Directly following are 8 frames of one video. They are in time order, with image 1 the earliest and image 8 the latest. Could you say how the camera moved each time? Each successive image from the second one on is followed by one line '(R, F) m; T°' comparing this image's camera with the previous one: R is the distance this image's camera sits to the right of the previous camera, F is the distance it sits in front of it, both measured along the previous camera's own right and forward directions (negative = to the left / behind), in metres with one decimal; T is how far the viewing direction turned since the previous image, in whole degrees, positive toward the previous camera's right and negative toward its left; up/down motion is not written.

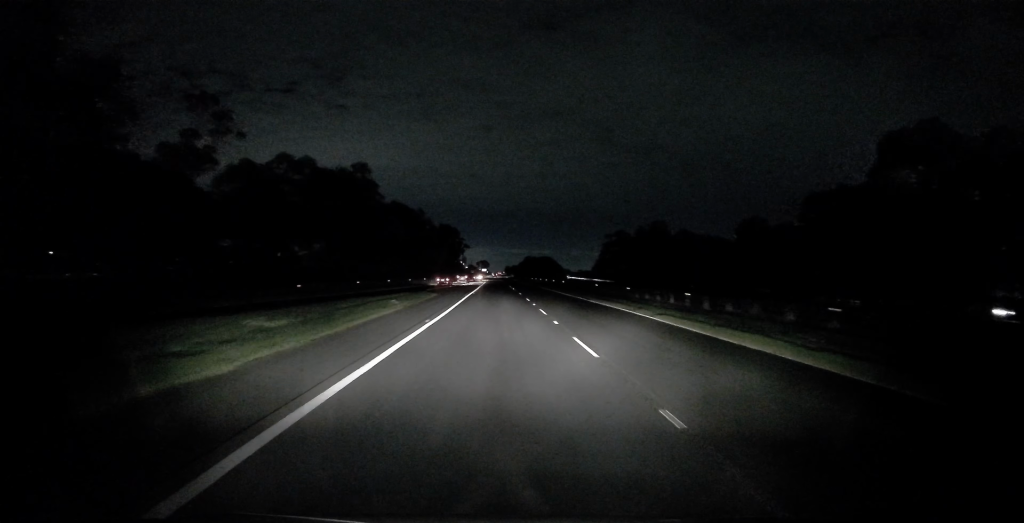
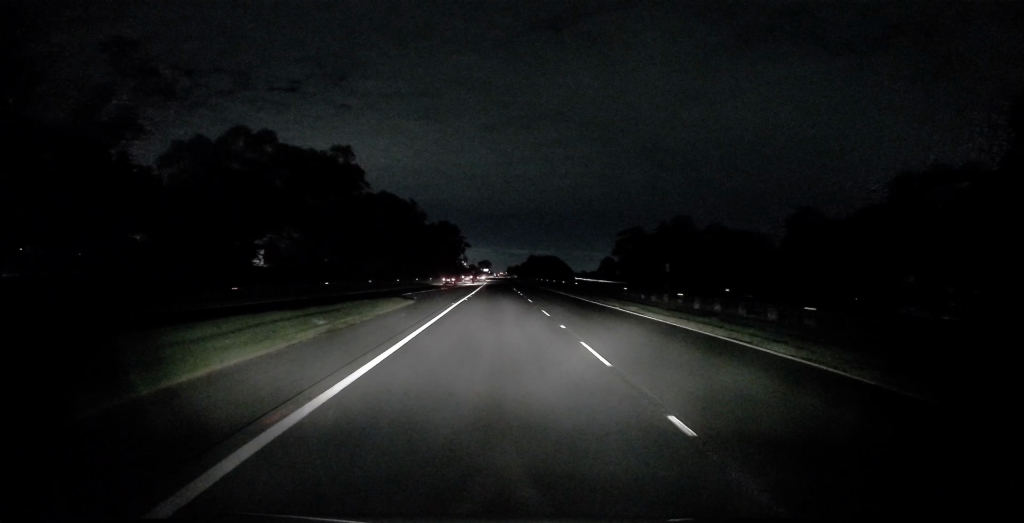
(+0.1, +13.3) m; 0°
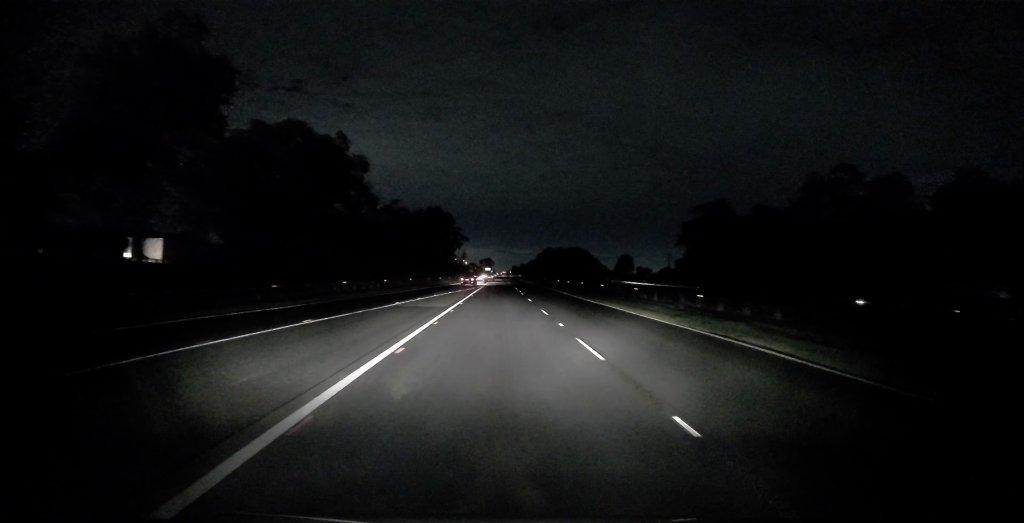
(+0.4, +48.0) m; +1°
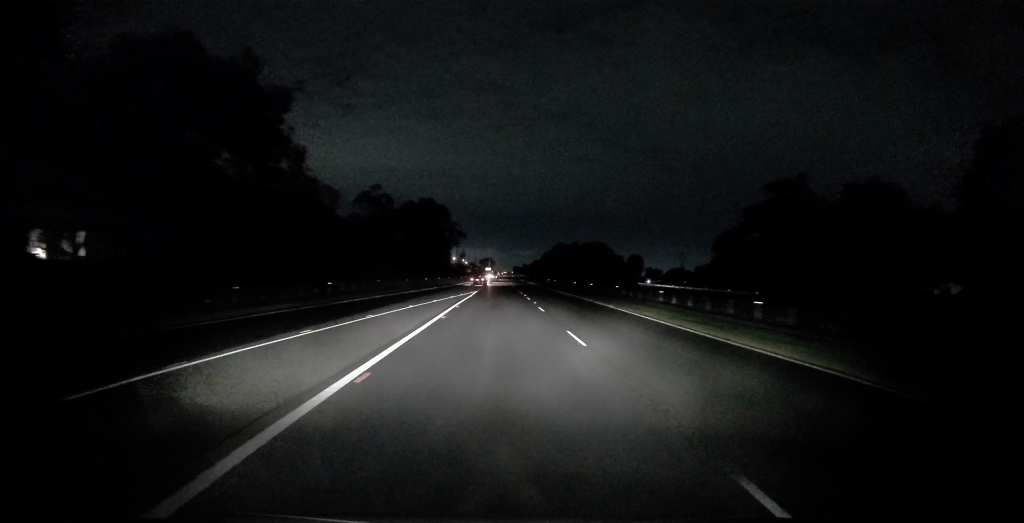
(+0.1, +22.4) m; 0°
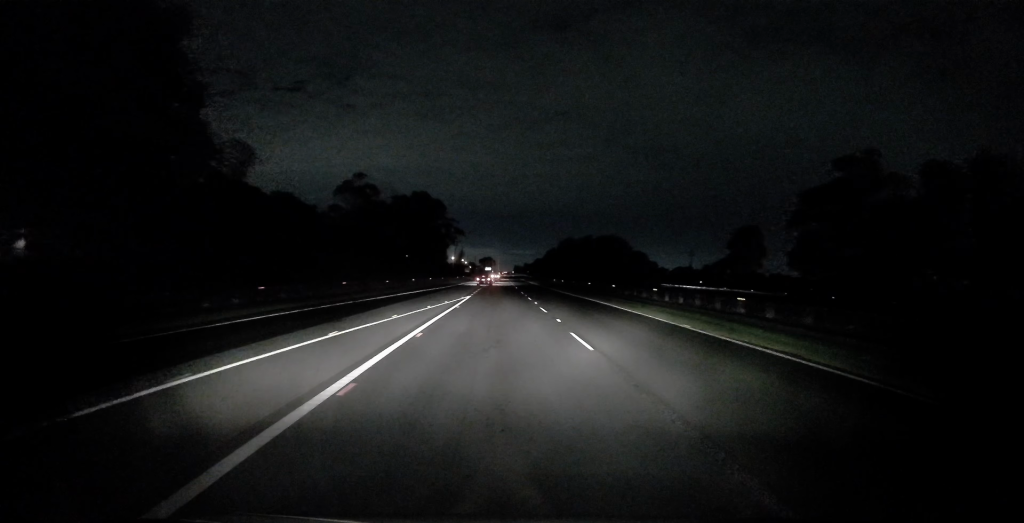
(0.0, +13.9) m; 0°
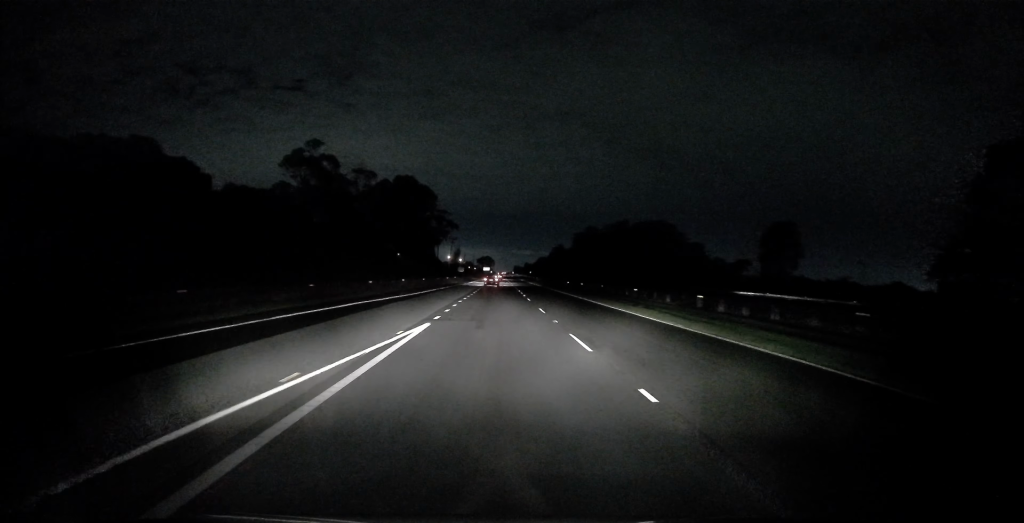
(0.0, +26.6) m; 0°
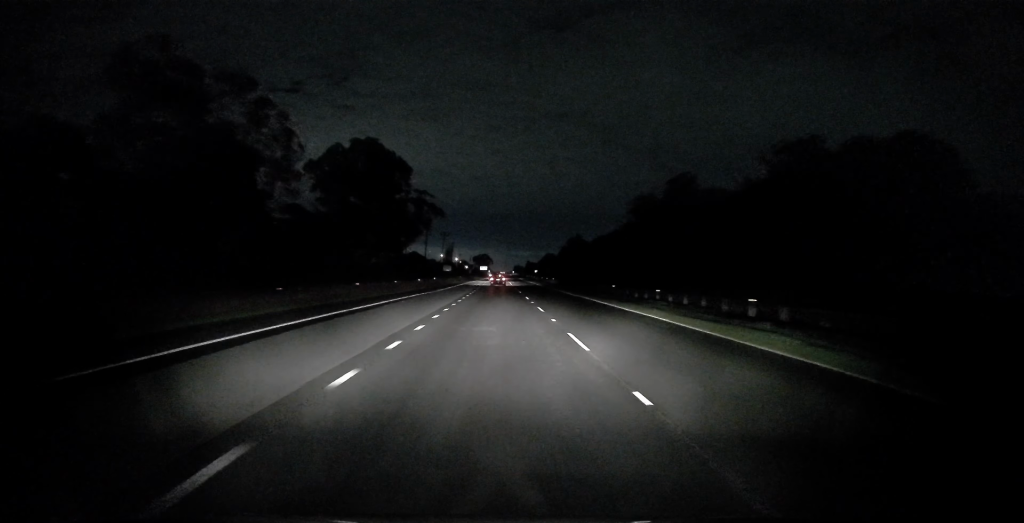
(-0.1, +41.7) m; 0°
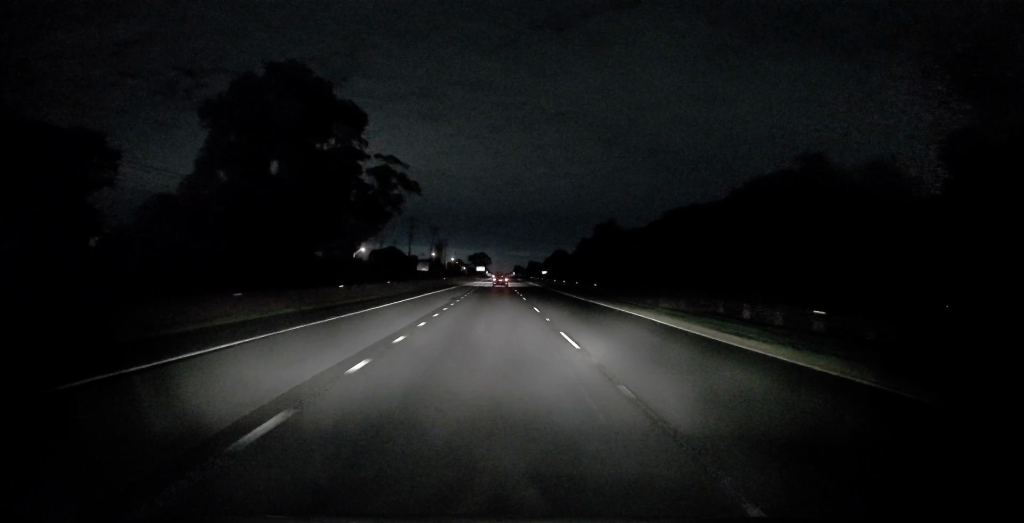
(+0.2, +34.1) m; 0°
